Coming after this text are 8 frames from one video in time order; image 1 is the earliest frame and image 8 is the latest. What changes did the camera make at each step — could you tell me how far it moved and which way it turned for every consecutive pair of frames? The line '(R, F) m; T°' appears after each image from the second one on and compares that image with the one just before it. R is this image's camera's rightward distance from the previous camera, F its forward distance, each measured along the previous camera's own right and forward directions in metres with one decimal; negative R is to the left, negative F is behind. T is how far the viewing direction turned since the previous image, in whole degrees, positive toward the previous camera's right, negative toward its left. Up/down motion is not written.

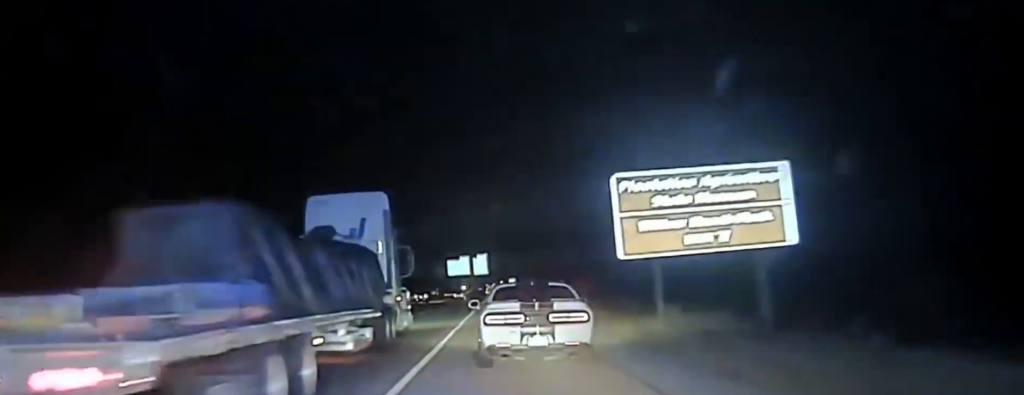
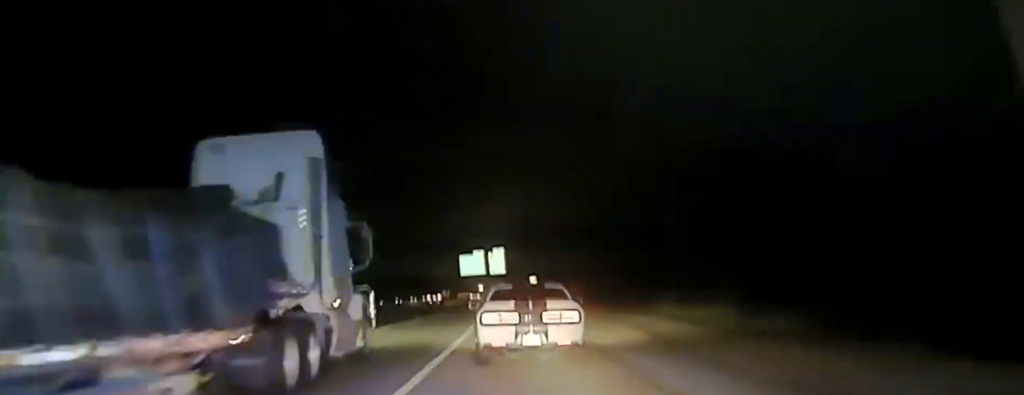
(-0.3, +29.0) m; -1°
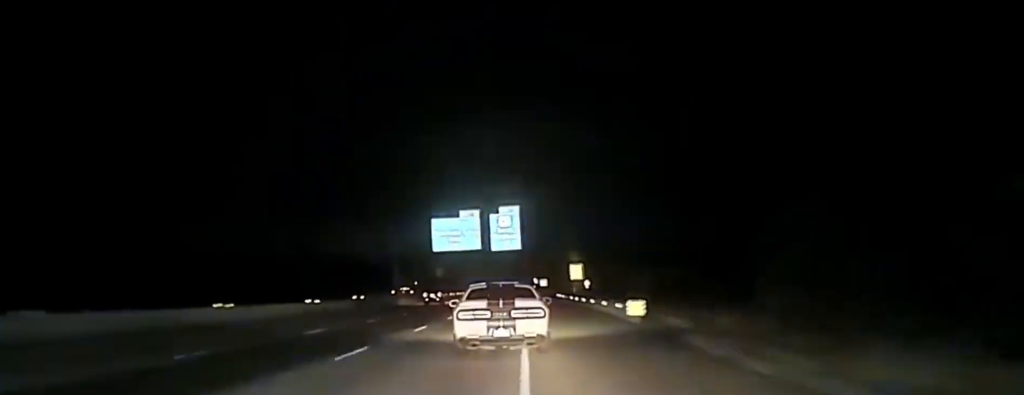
(-0.7, +98.4) m; 0°
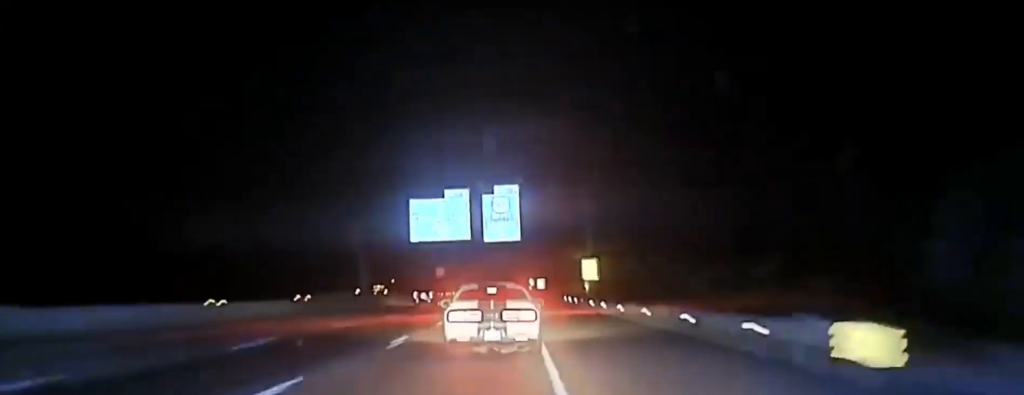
(-0.2, +21.9) m; 0°
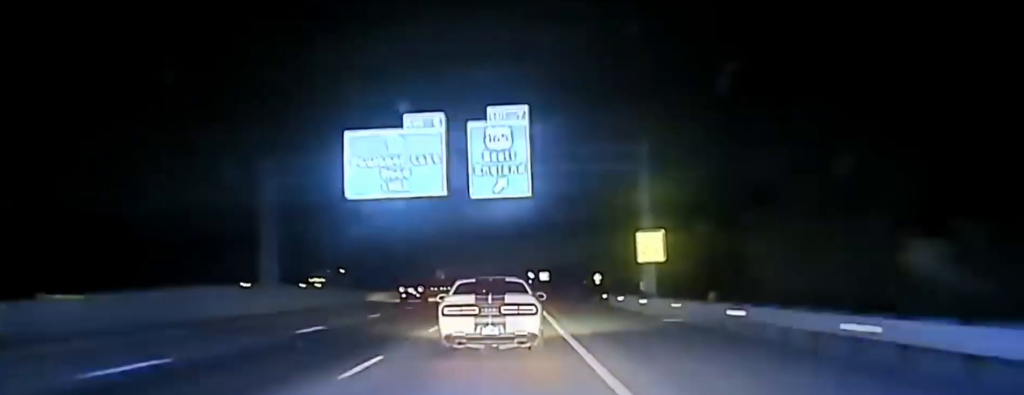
(-0.1, +31.4) m; 0°
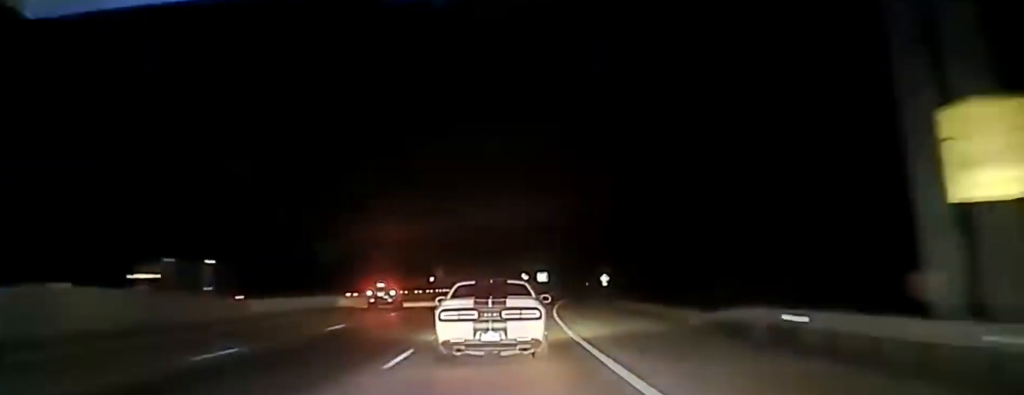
(0.0, +34.6) m; +1°
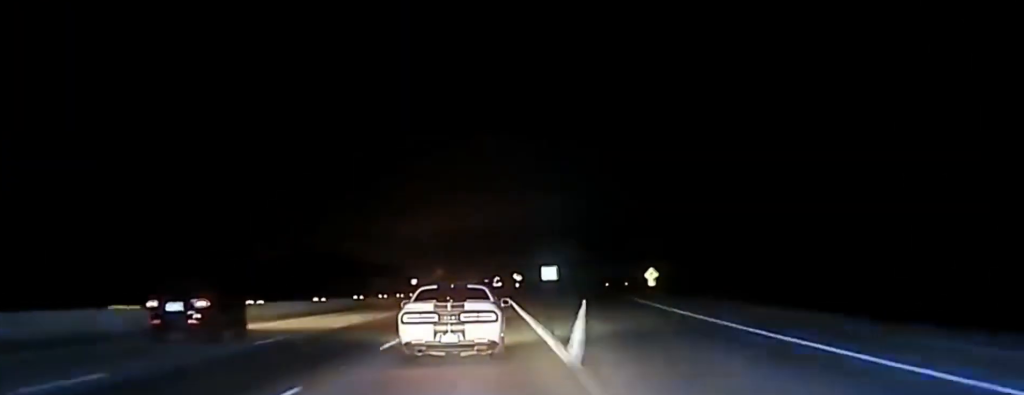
(+1.4, +81.9) m; +1°
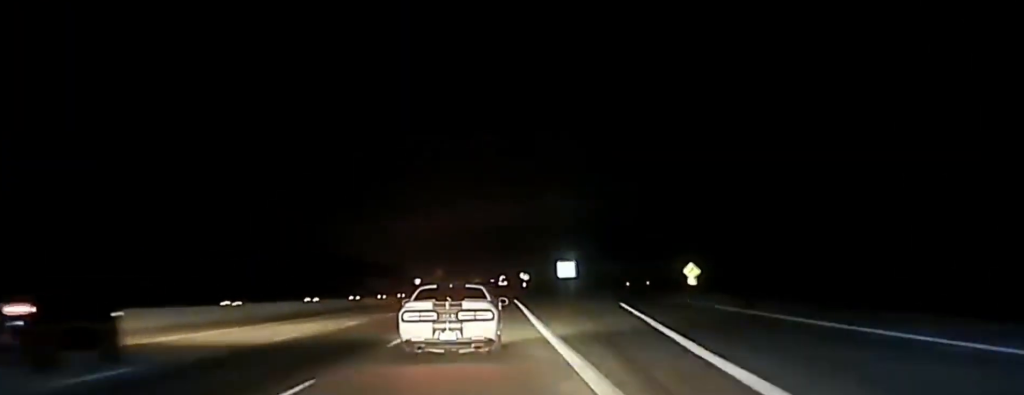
(+0.1, +23.7) m; 0°
